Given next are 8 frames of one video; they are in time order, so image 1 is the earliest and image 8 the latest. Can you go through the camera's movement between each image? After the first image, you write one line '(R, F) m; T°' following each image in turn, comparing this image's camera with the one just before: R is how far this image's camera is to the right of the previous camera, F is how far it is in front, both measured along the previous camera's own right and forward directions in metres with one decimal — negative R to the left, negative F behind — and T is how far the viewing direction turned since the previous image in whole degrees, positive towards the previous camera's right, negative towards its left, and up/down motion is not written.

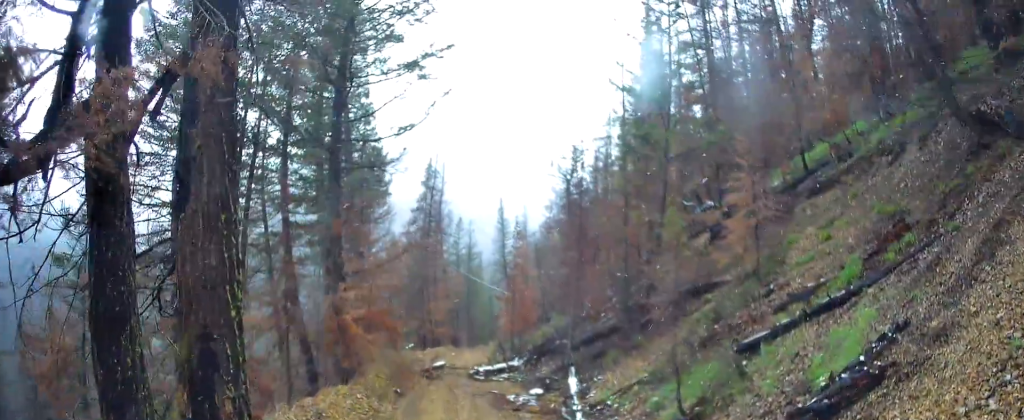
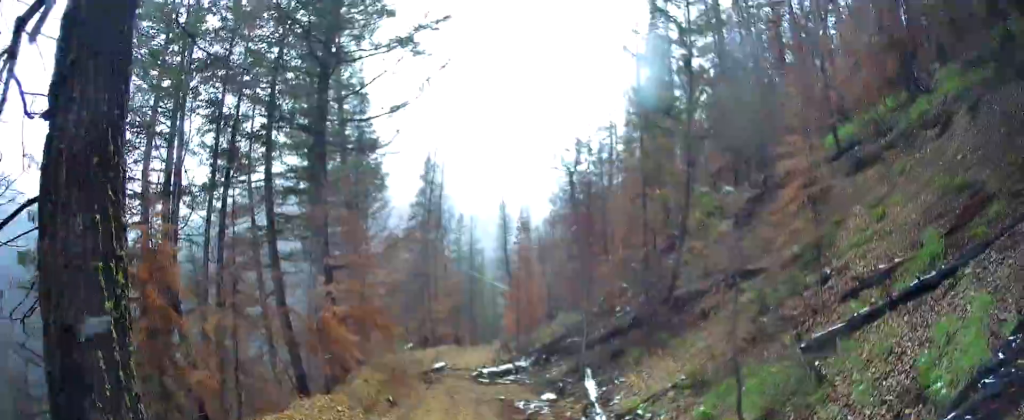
(0.0, +1.8) m; 0°
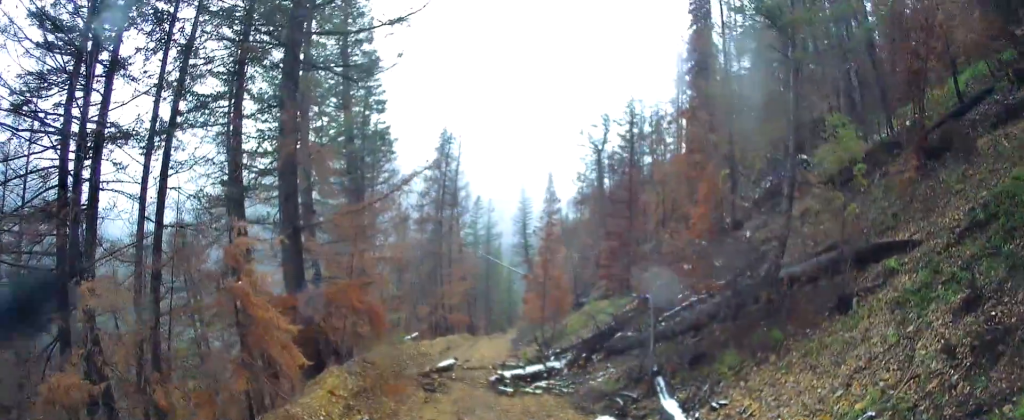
(+0.1, +4.2) m; +1°
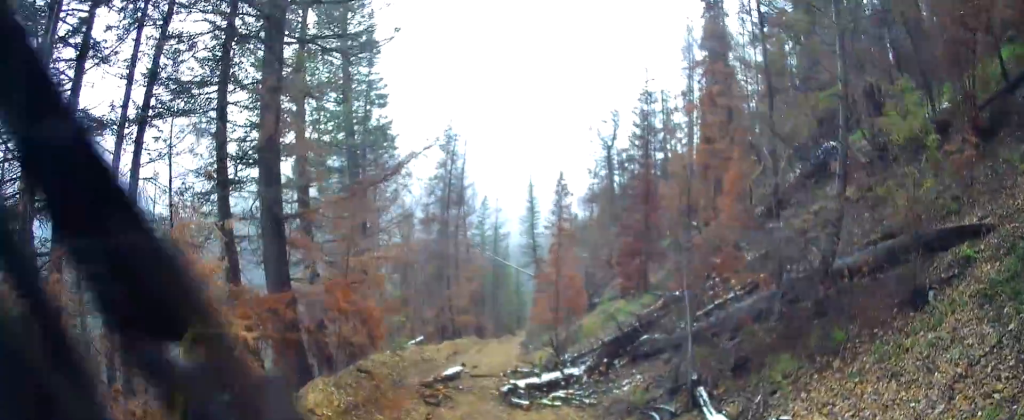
(-0.1, +1.5) m; -4°
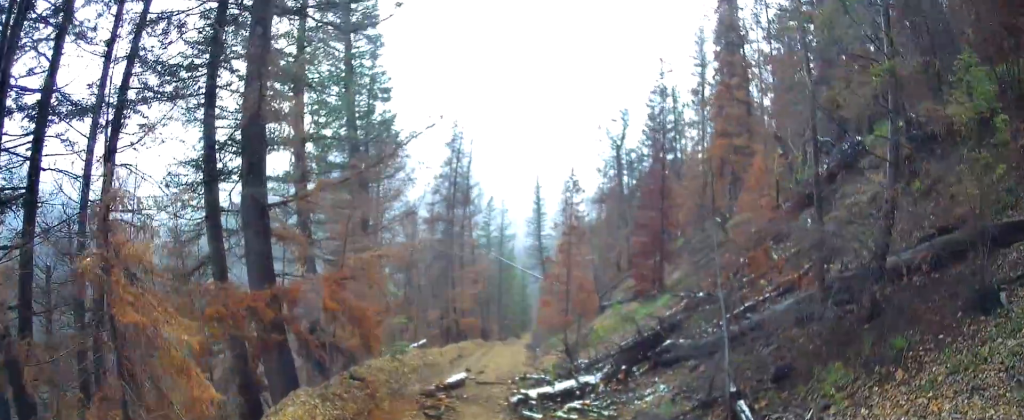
(-0.1, +1.3) m; -4°
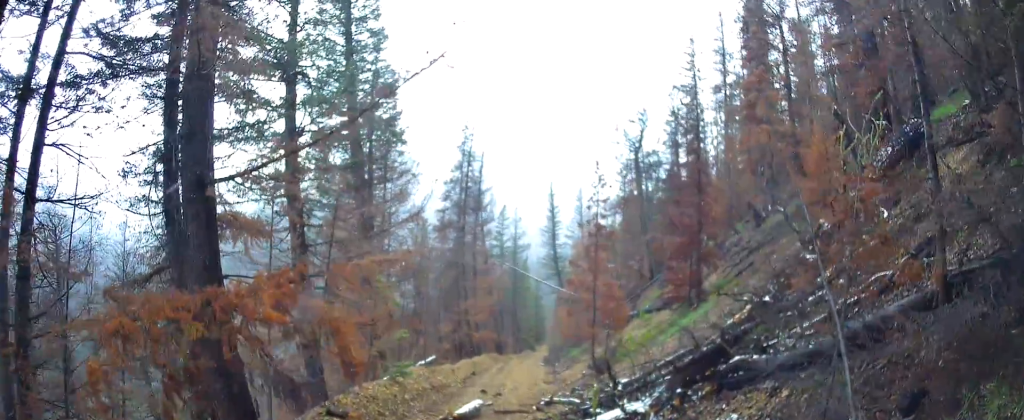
(-0.1, +2.6) m; -10°
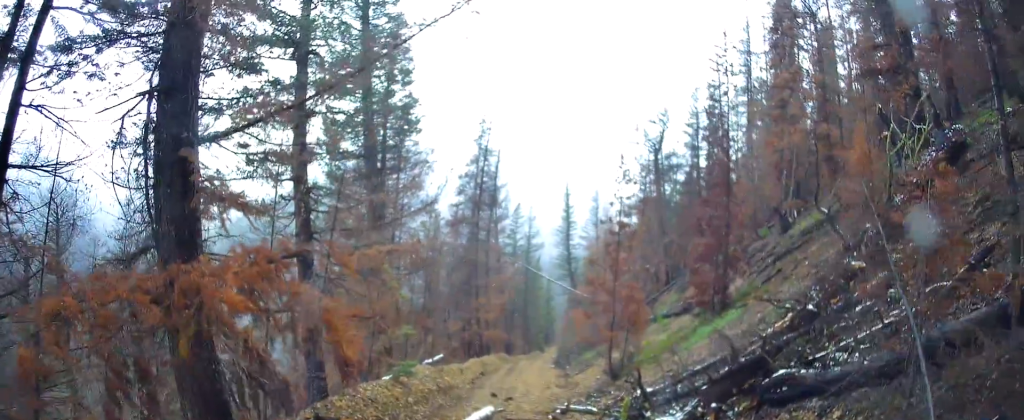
(0.0, +1.0) m; -12°
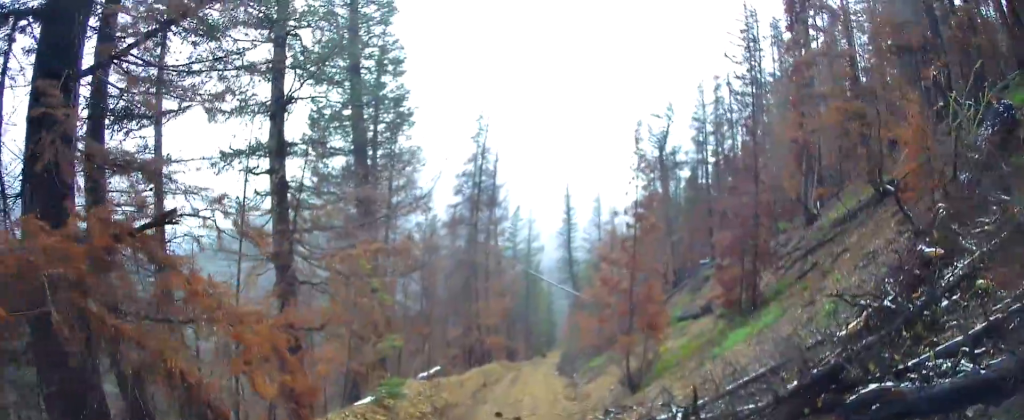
(-0.5, +2.2) m; -9°
